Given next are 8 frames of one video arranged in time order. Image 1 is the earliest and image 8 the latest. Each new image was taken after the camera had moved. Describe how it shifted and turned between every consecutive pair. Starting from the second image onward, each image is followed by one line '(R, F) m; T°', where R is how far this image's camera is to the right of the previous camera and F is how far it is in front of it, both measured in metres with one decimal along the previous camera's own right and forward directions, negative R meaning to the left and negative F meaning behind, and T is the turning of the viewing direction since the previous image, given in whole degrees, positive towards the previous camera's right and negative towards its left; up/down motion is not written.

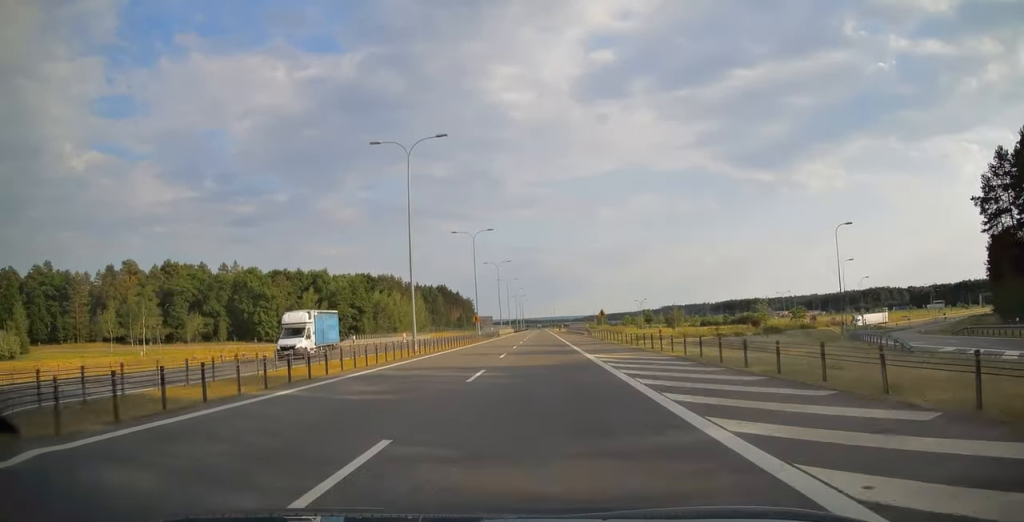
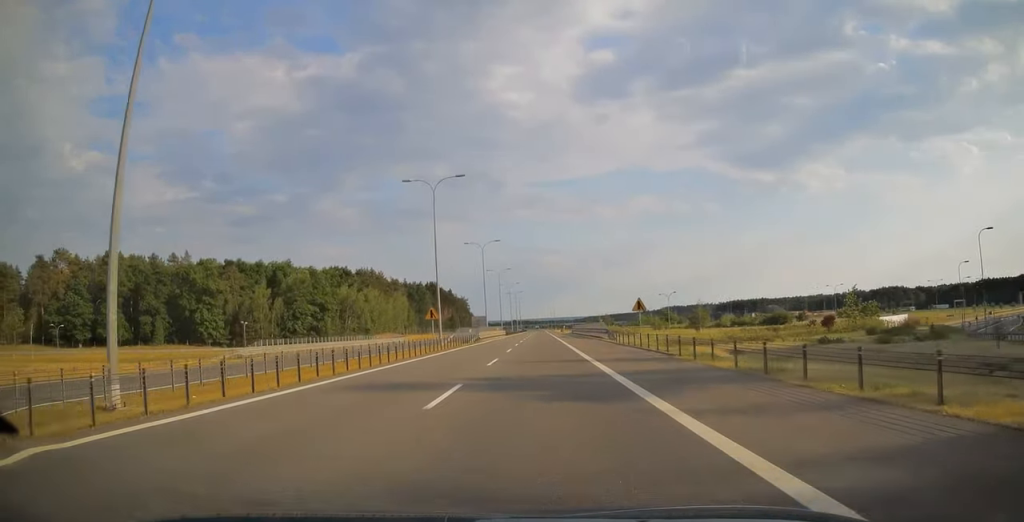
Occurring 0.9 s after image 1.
(+0.1, +29.0) m; 0°
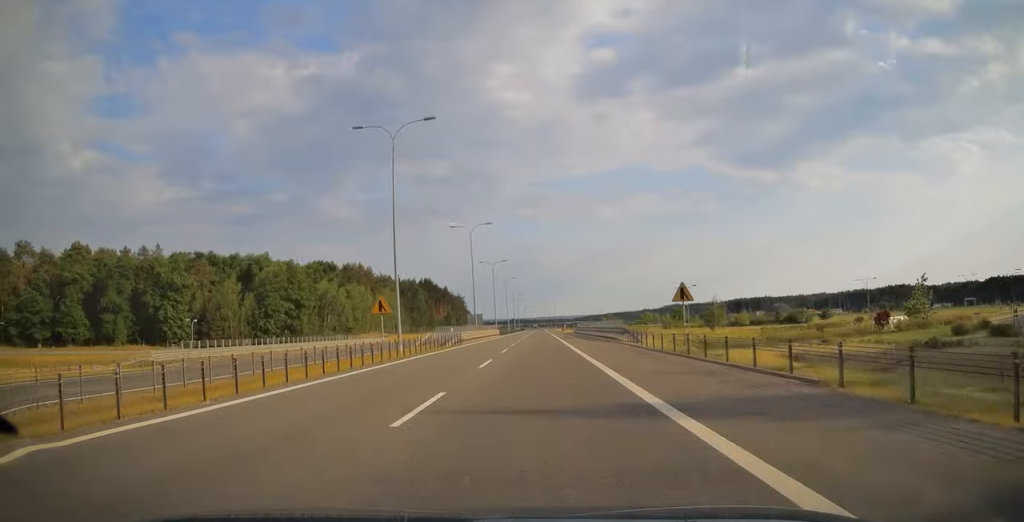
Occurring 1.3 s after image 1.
(0.0, +14.3) m; 0°
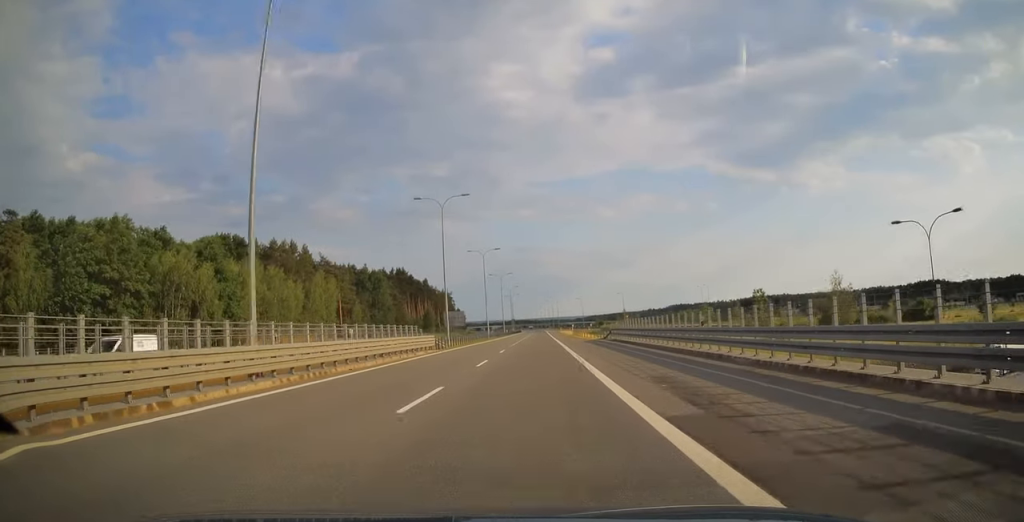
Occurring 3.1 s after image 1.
(0.0, +59.1) m; 0°
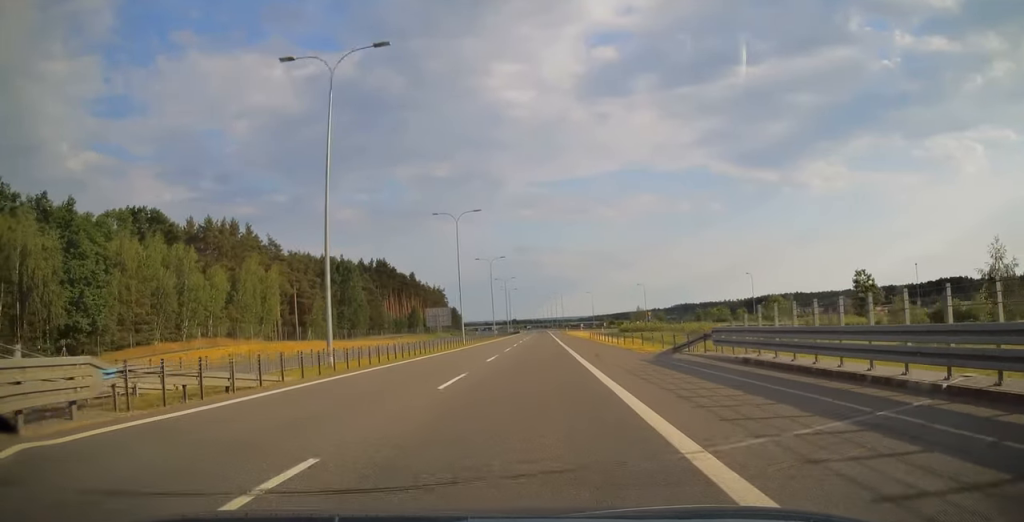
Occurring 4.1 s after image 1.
(0.0, +32.2) m; 0°
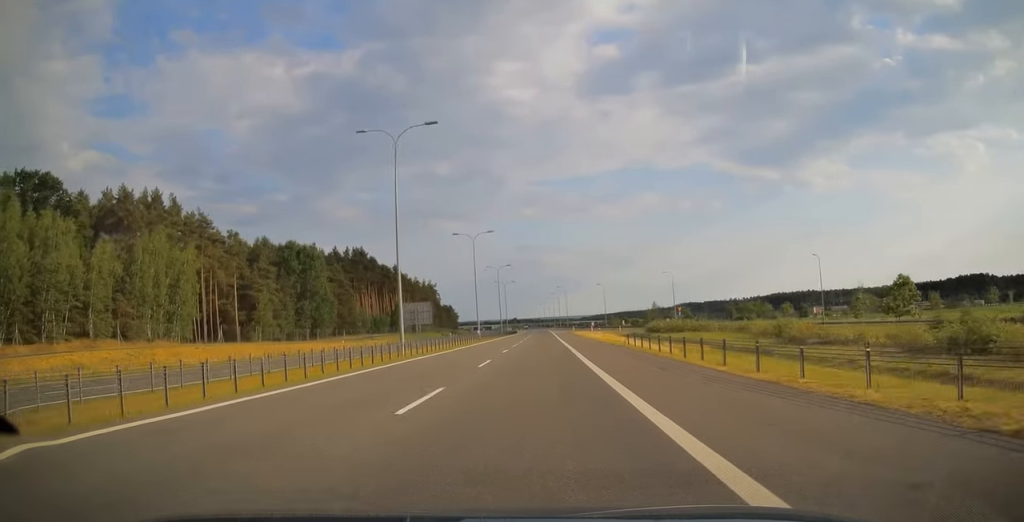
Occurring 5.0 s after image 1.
(0.0, +28.5) m; 0°
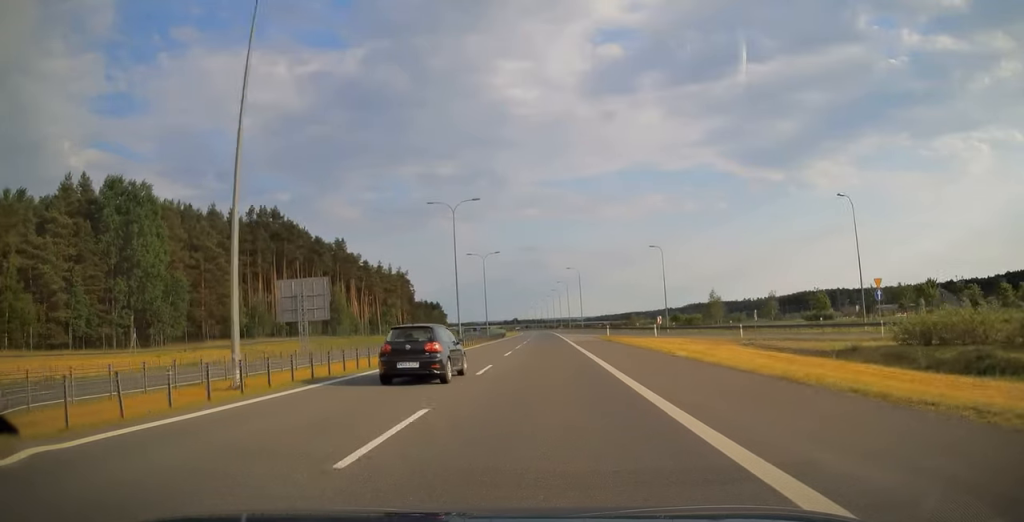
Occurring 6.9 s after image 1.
(-0.3, +64.7) m; 0°
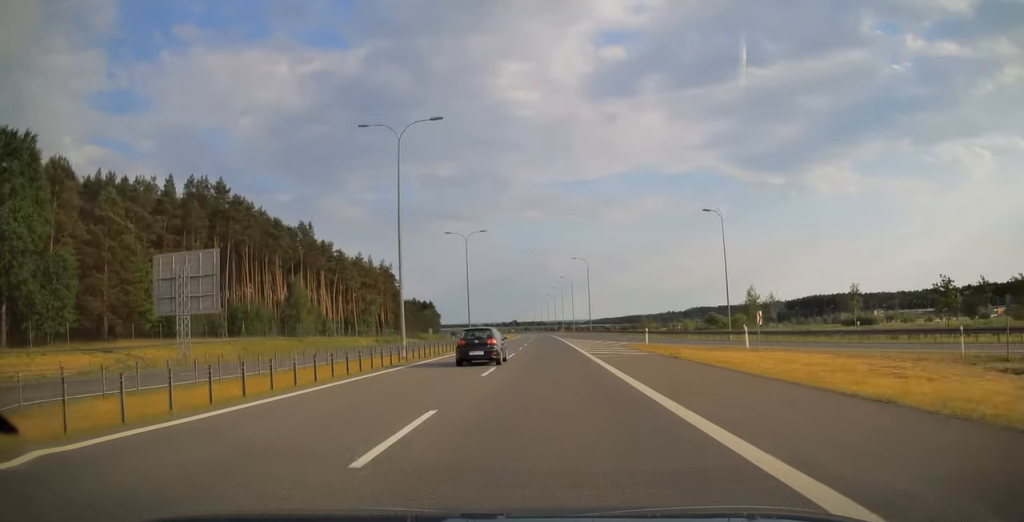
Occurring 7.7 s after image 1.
(0.0, +24.0) m; 0°
